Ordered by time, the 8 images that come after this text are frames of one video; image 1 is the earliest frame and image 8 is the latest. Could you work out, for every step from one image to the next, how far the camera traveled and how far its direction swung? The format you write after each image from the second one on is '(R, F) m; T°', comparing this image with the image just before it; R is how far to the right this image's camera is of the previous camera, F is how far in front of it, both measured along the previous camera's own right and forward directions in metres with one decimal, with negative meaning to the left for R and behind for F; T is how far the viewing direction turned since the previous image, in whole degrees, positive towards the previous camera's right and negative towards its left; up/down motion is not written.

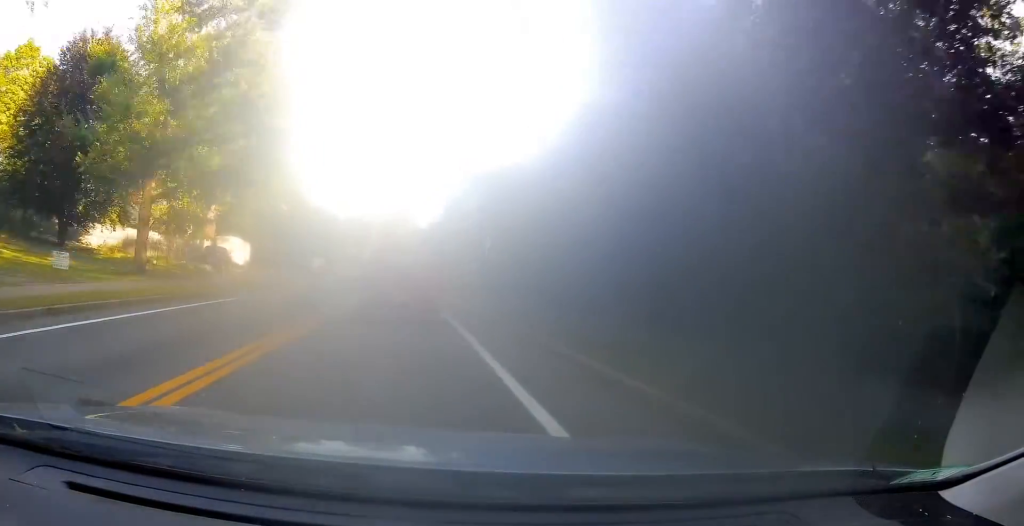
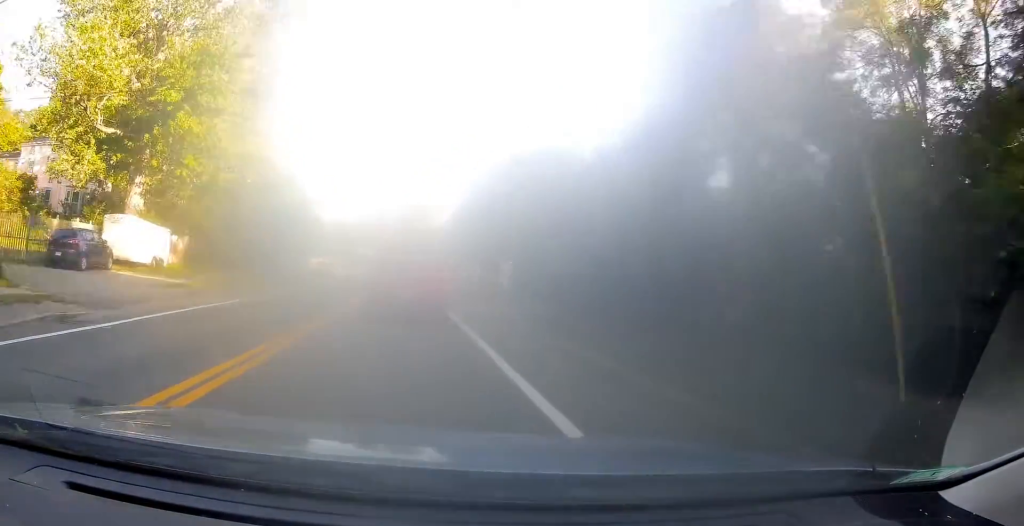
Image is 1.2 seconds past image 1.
(-0.7, +21.2) m; -3°
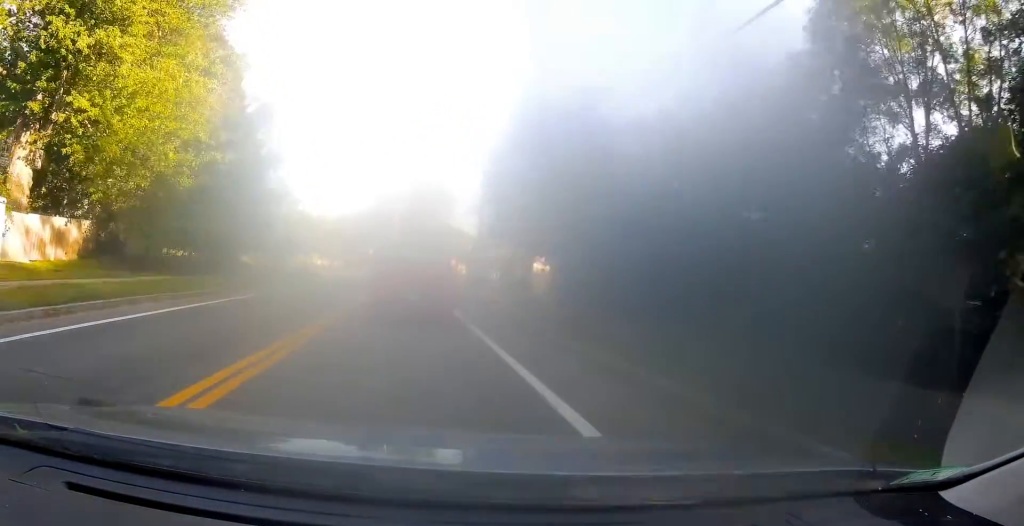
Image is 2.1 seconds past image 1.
(+0.1, +15.7) m; -1°
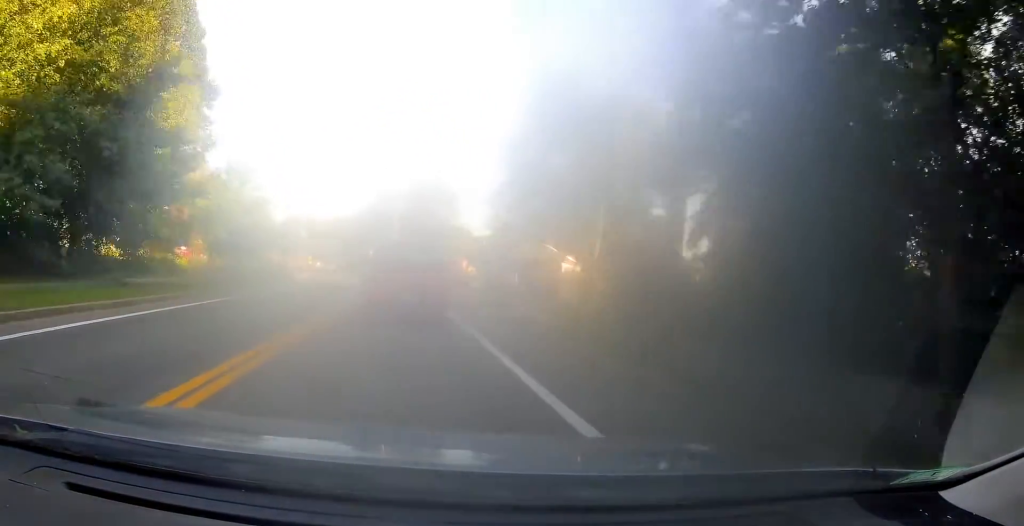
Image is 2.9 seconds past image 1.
(-0.2, +12.8) m; -1°
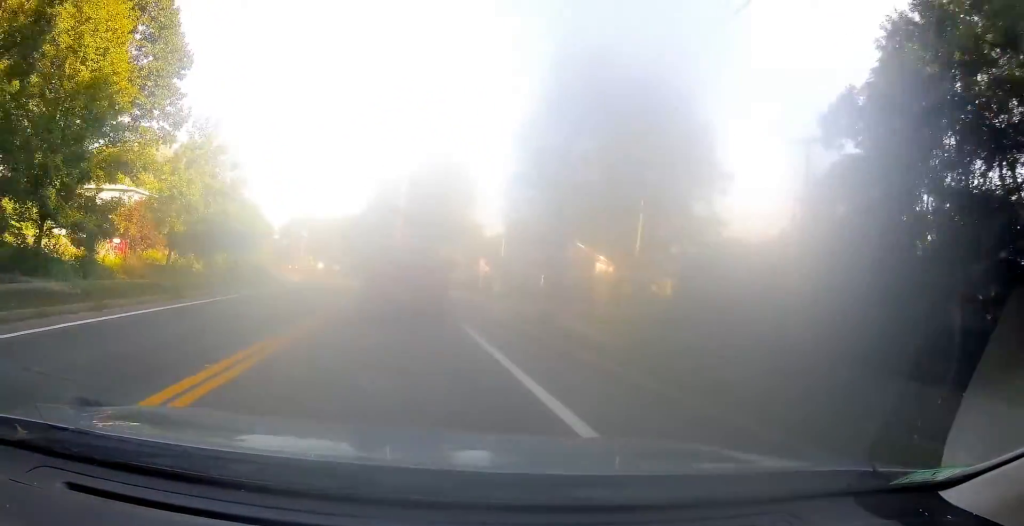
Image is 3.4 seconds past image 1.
(-0.2, +8.7) m; -1°
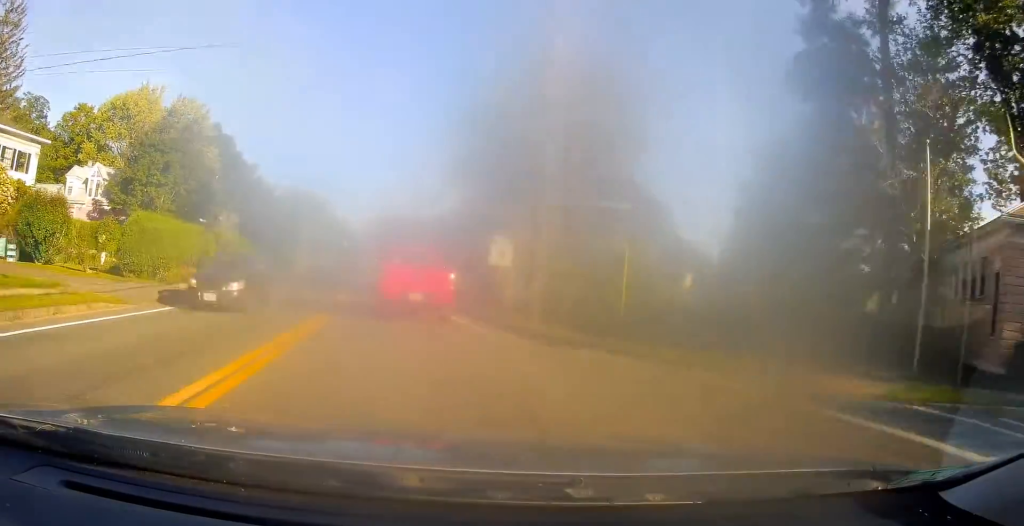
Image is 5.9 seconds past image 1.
(-1.6, +42.3) m; -7°
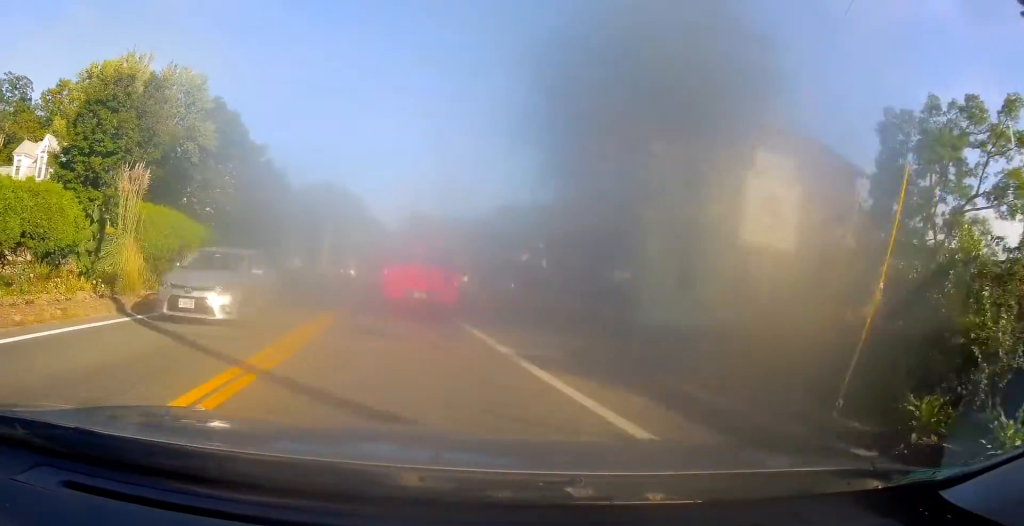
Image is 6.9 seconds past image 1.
(-0.6, +15.3) m; -4°
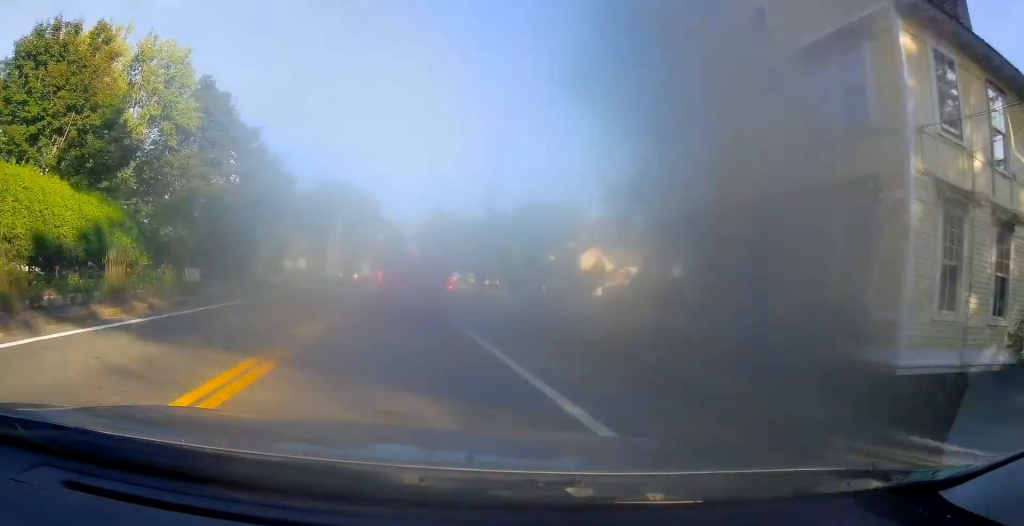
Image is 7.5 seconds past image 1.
(+0.1, +10.2) m; -3°
